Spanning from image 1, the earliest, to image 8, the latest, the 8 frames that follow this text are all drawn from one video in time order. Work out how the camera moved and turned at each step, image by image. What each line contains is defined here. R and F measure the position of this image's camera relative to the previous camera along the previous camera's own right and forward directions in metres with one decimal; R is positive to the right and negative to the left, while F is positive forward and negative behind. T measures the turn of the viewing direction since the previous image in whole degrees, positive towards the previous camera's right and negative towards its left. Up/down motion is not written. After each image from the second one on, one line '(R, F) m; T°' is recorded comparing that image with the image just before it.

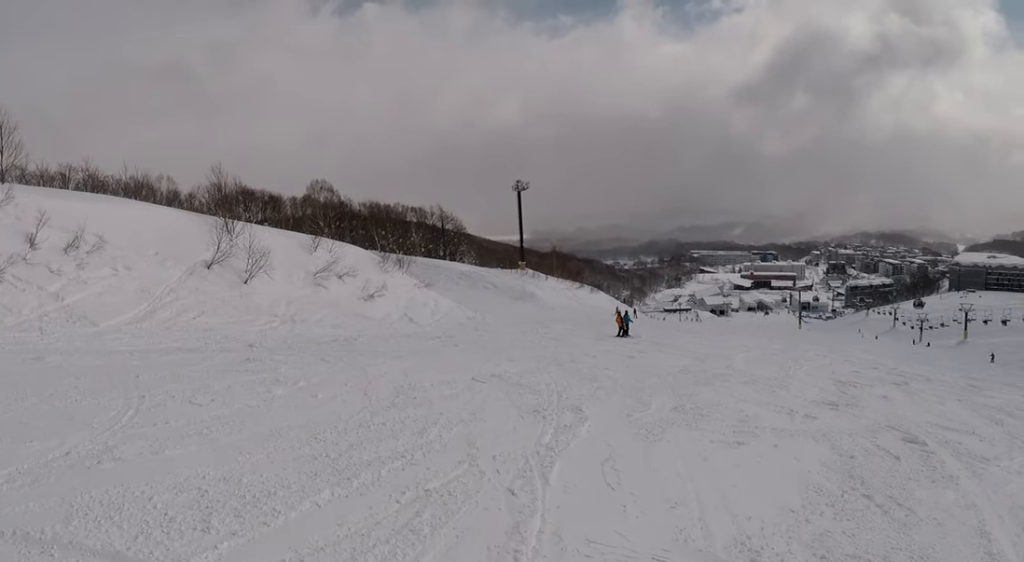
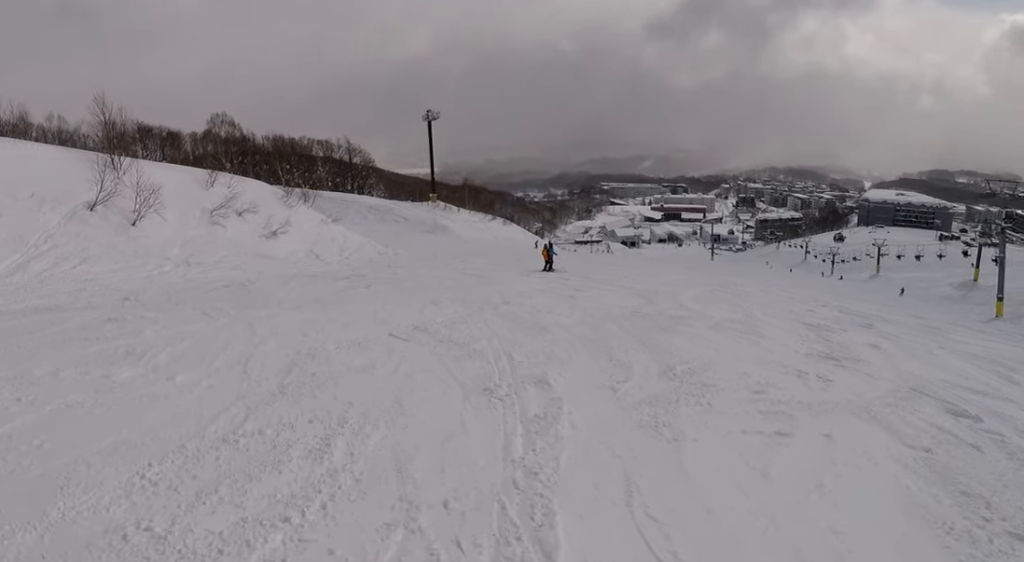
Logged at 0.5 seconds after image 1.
(-0.6, +3.2) m; +12°
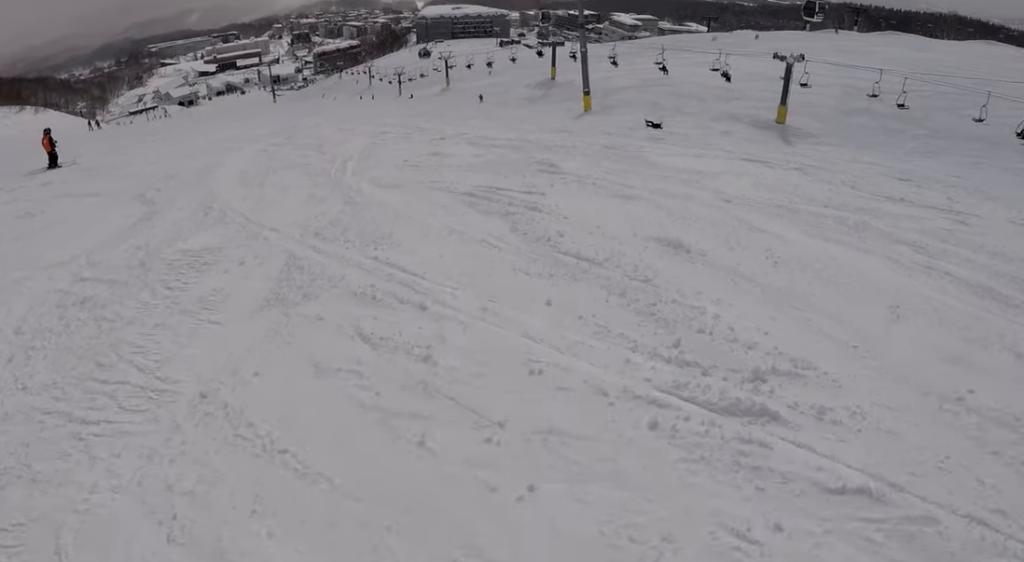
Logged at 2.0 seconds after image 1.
(+4.8, +8.6) m; +41°
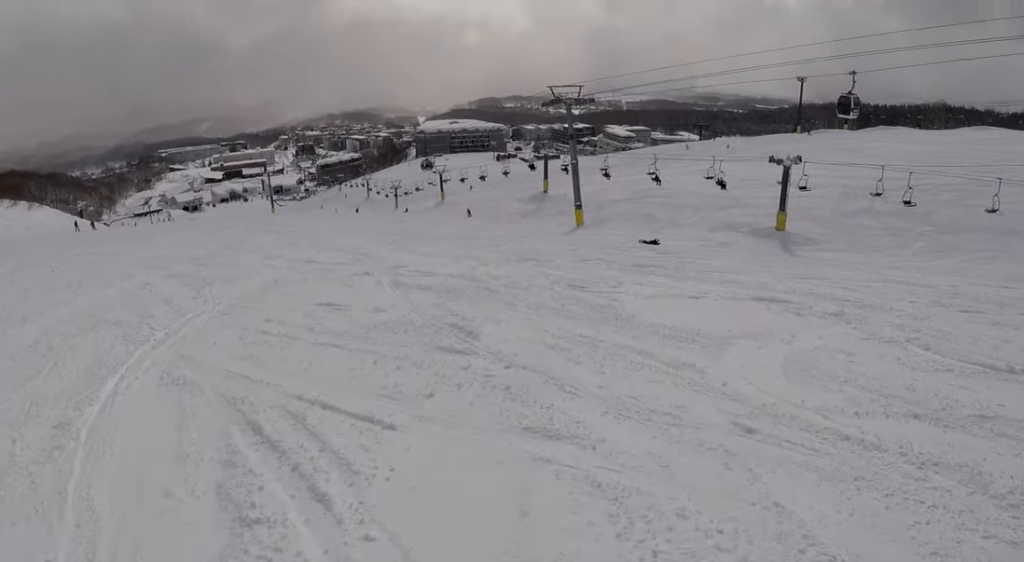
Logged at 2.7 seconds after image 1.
(+0.4, +4.8) m; +4°
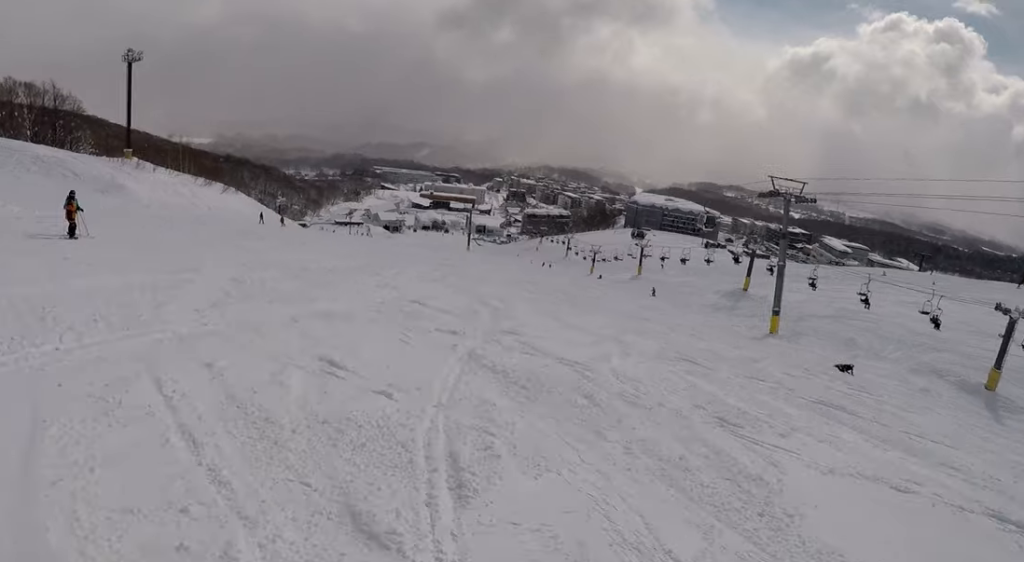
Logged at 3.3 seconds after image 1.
(+0.2, +4.0) m; -10°
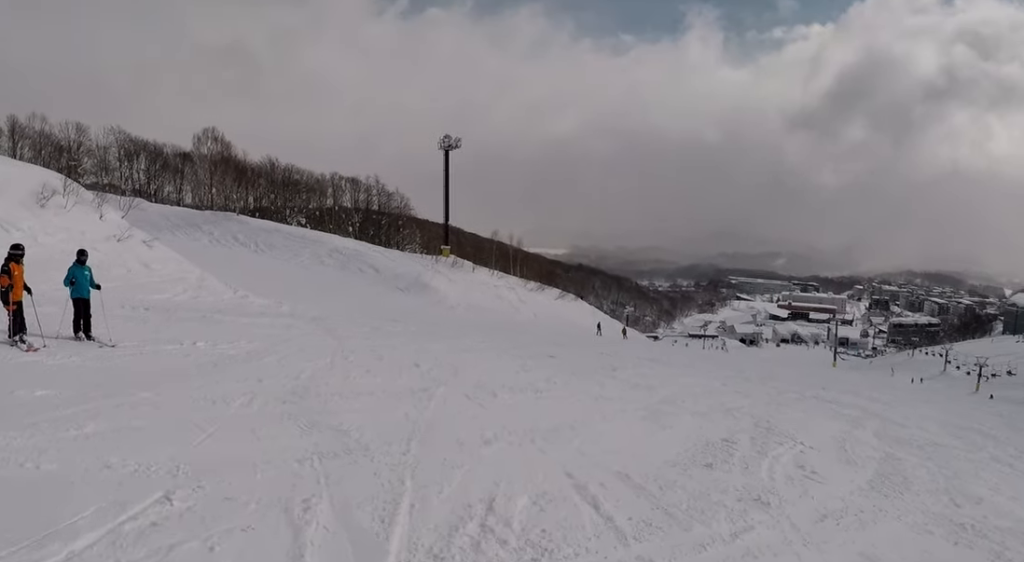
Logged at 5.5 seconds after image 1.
(-5.9, +13.6) m; -43°
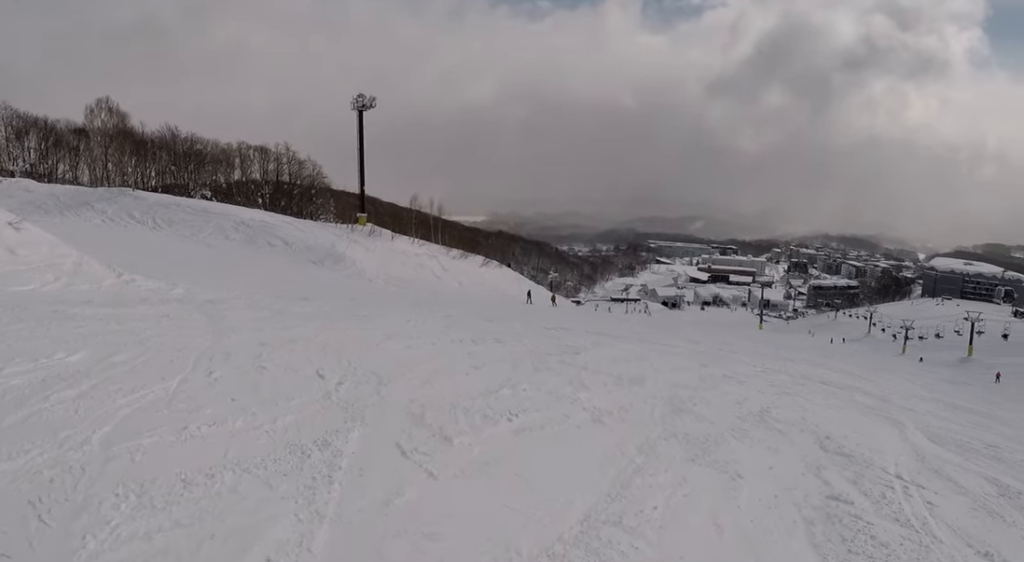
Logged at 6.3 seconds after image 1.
(-0.7, +5.0) m; +7°
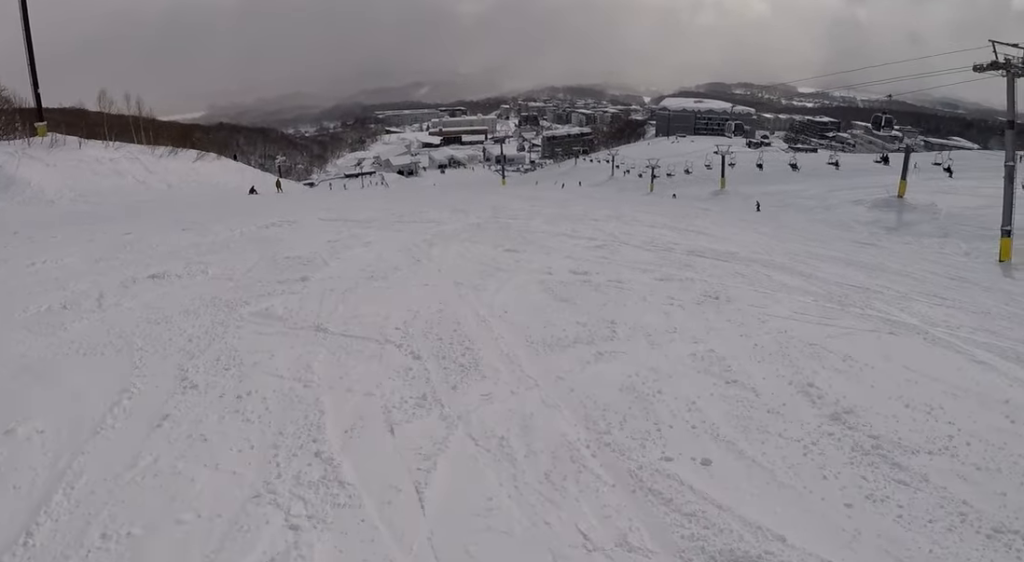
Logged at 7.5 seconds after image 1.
(+2.1, +8.4) m; +22°
